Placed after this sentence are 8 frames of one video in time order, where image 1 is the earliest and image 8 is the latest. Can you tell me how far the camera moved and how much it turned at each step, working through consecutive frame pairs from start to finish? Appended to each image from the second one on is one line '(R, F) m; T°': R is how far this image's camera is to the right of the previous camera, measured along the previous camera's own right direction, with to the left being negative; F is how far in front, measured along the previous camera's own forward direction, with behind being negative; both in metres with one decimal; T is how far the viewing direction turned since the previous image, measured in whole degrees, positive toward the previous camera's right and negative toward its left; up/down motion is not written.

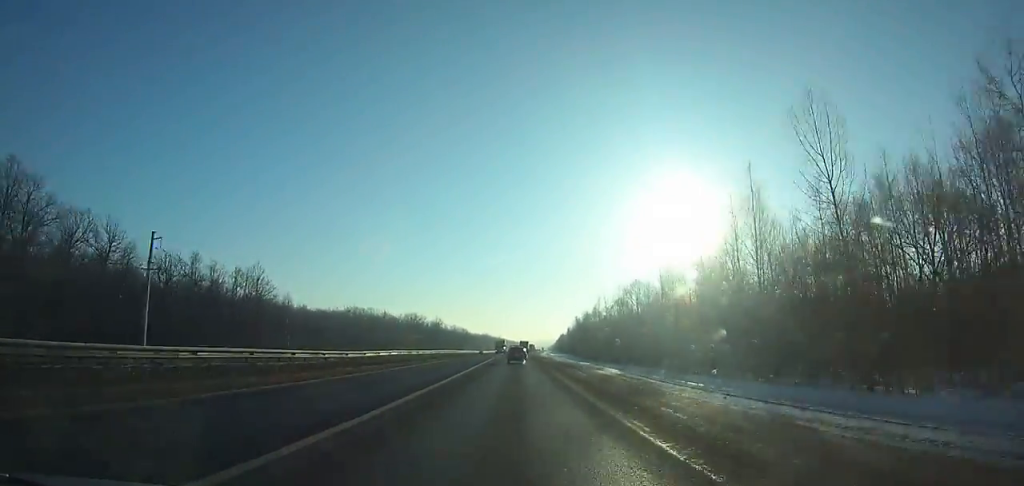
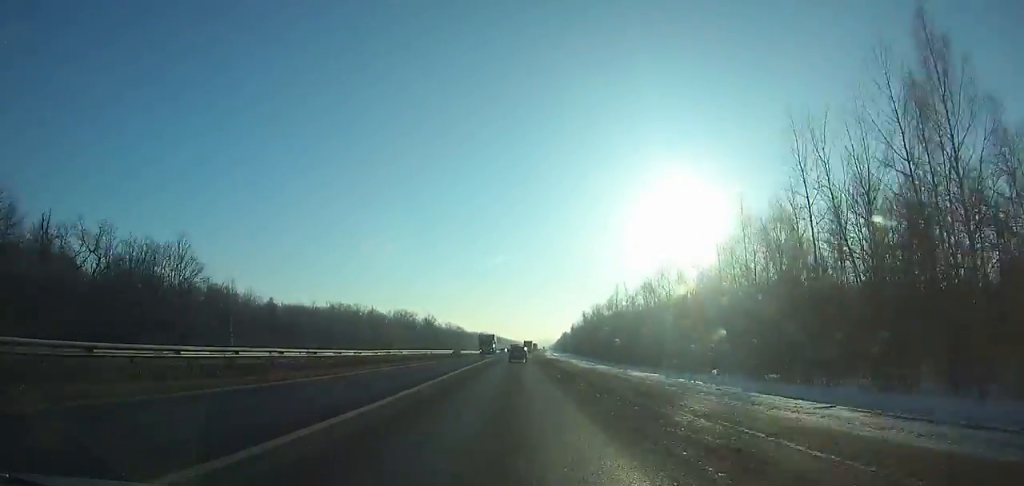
(0.0, +24.7) m; 0°
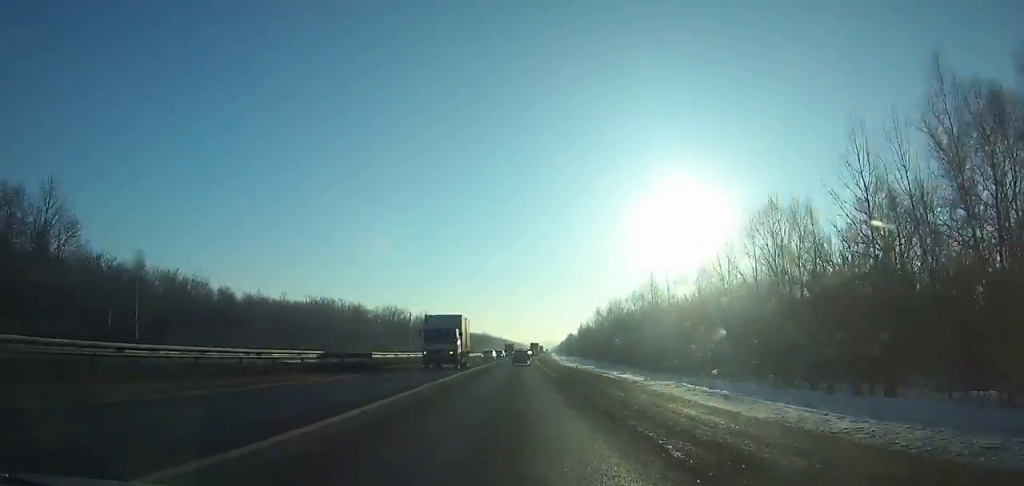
(0.0, +26.9) m; 0°
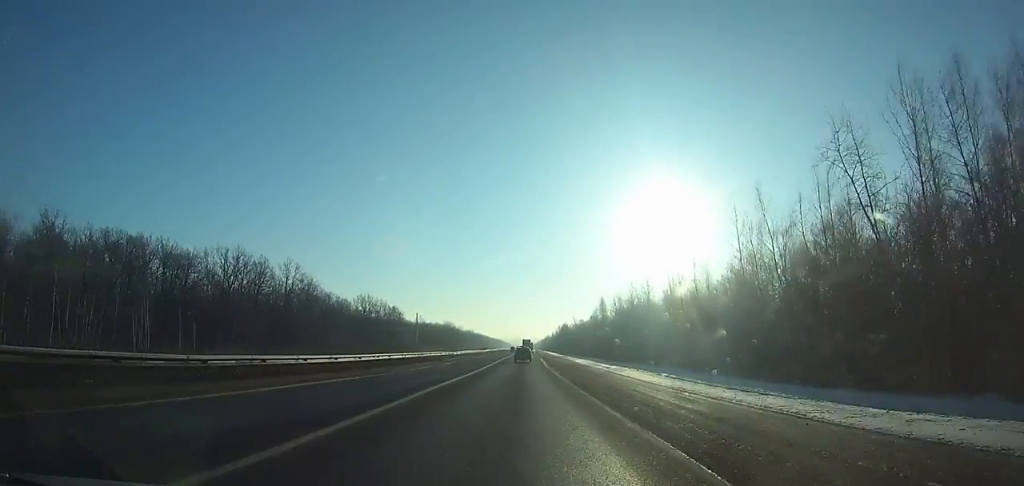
(+1.7, +119.4) m; +2°
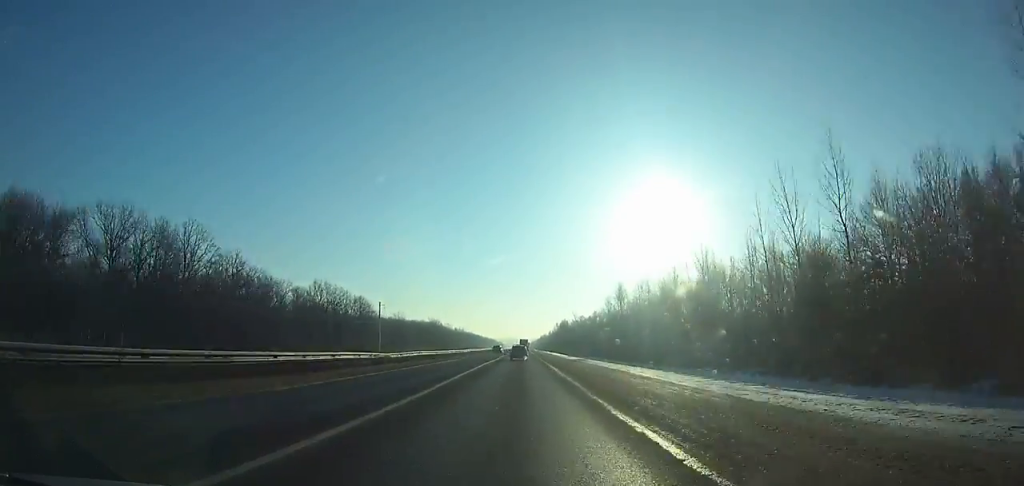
(+0.1, +34.6) m; 0°
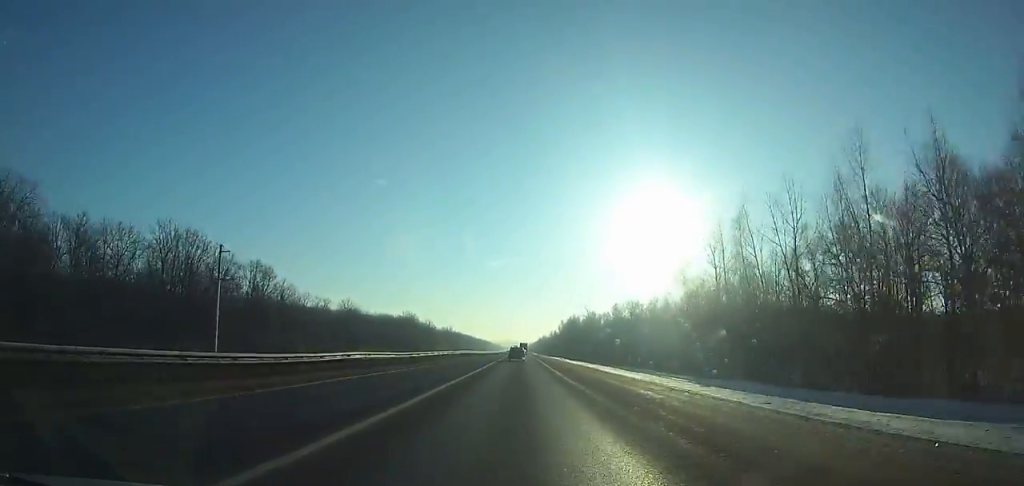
(+0.1, +62.9) m; 0°
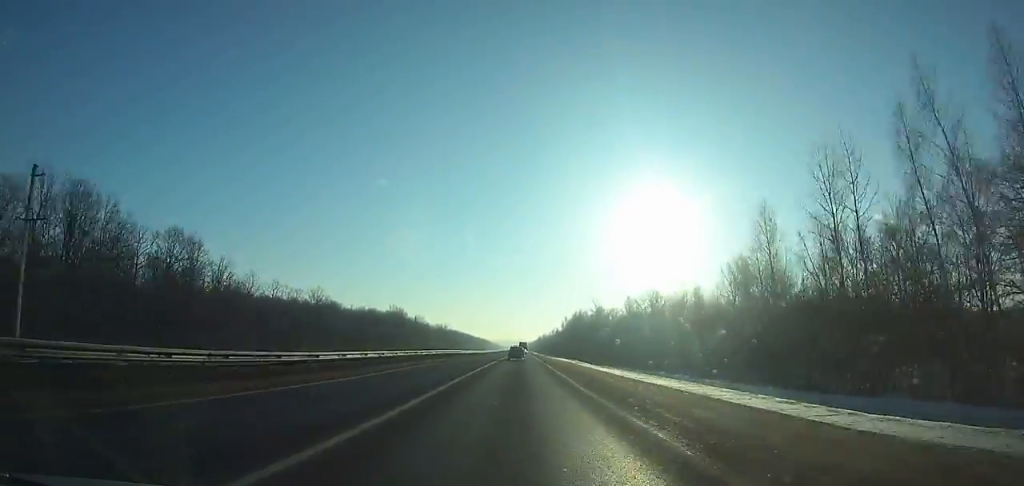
(+0.1, +24.7) m; 0°
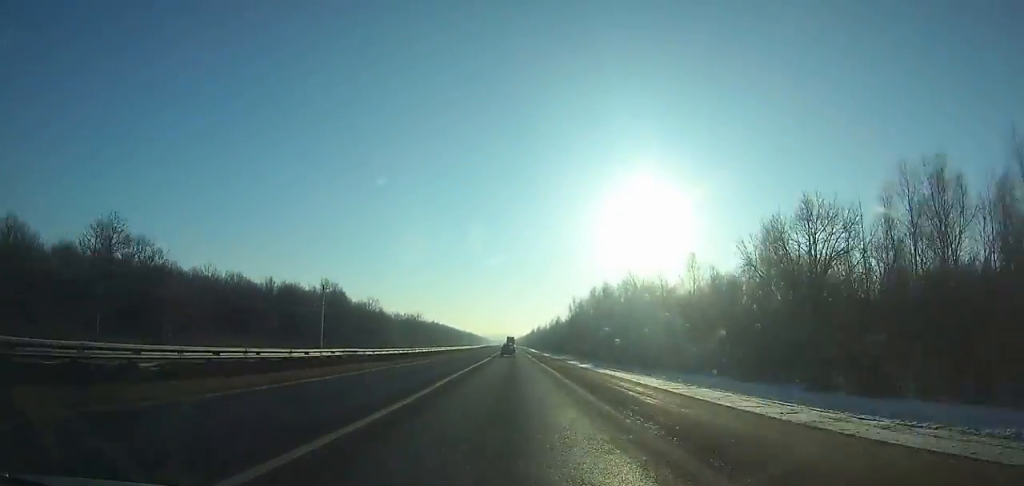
(+0.1, +73.6) m; 0°
